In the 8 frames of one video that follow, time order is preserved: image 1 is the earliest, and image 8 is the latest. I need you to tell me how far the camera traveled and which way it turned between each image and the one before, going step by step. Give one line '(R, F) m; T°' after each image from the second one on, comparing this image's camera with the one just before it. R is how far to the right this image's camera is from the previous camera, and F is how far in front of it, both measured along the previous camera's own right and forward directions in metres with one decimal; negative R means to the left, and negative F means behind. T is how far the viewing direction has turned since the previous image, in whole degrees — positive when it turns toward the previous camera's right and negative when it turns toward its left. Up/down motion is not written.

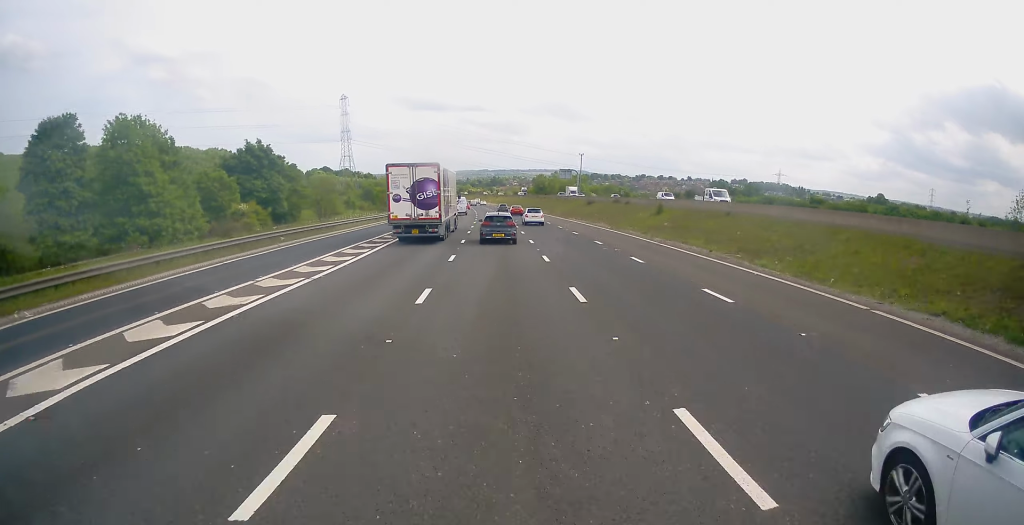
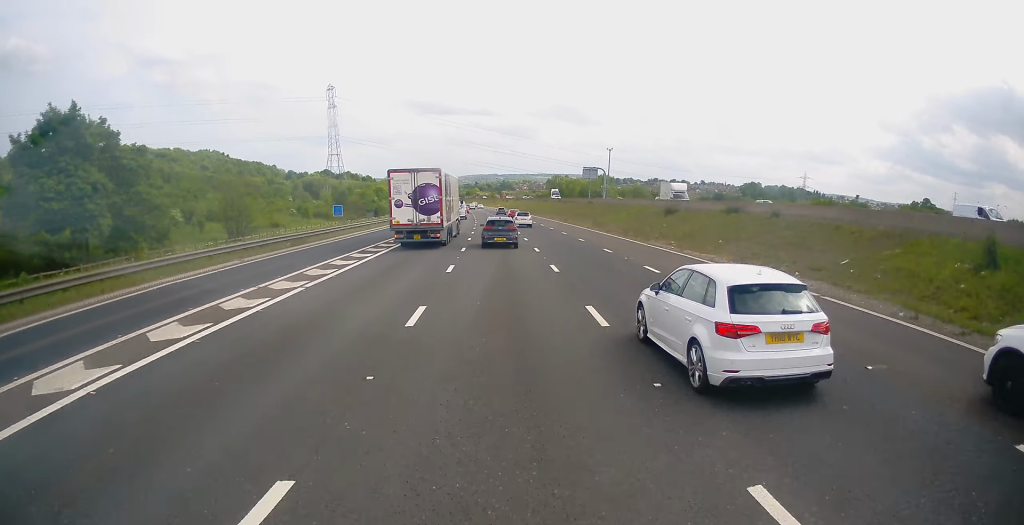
(-0.3, +36.2) m; -1°
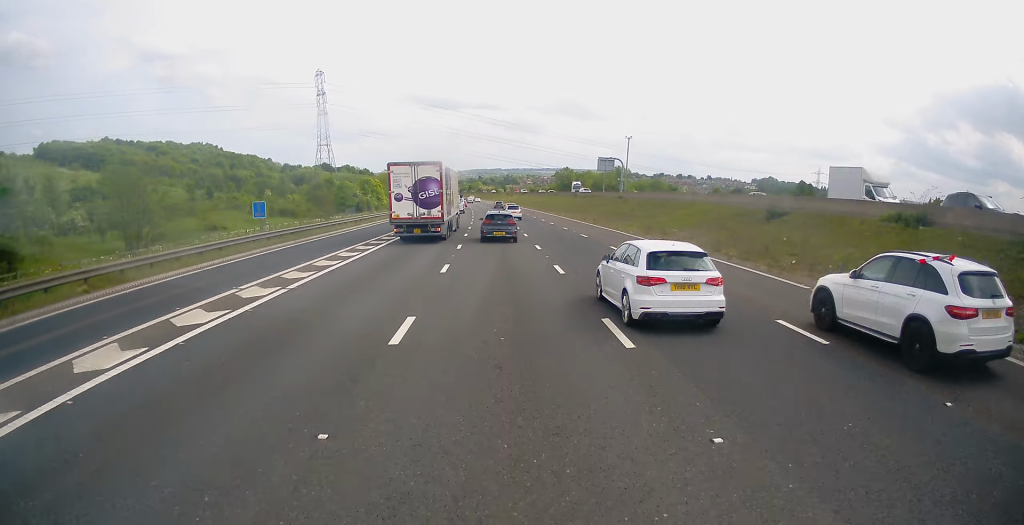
(-0.1, +19.1) m; 0°
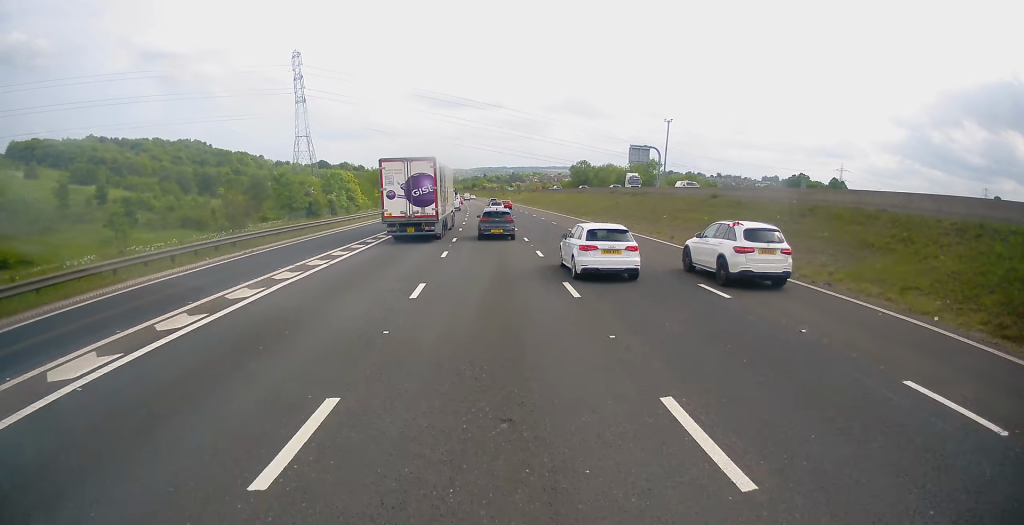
(-0.2, +30.3) m; -1°
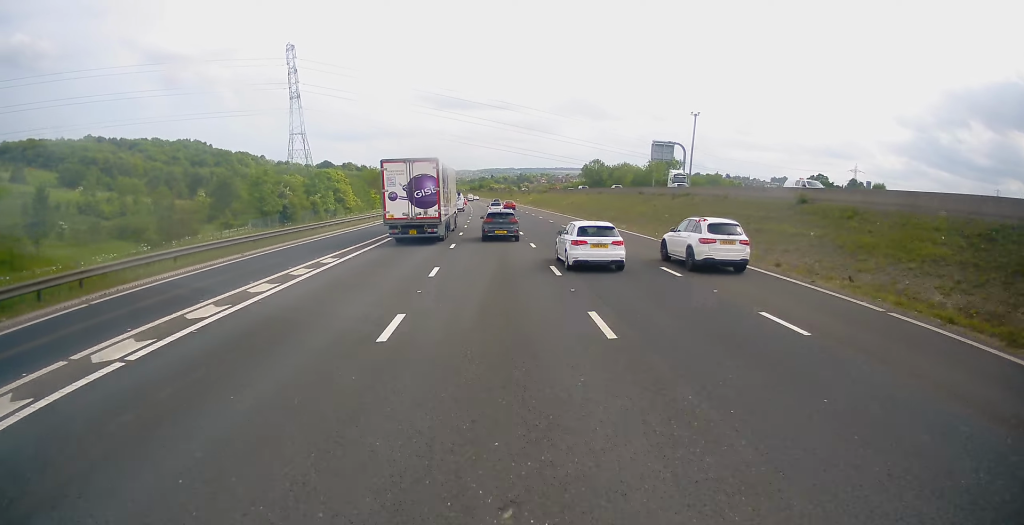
(0.0, +12.1) m; 0°
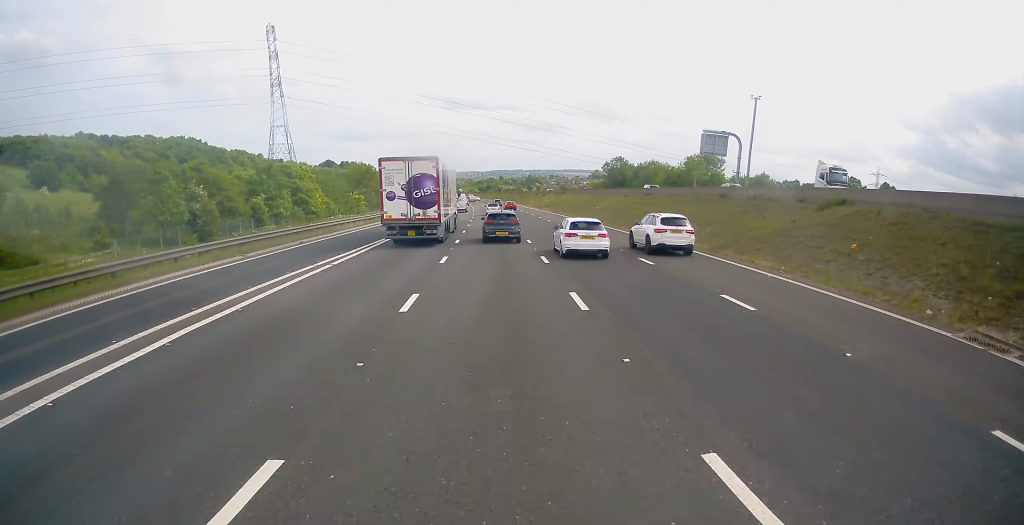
(-0.1, +22.7) m; -1°
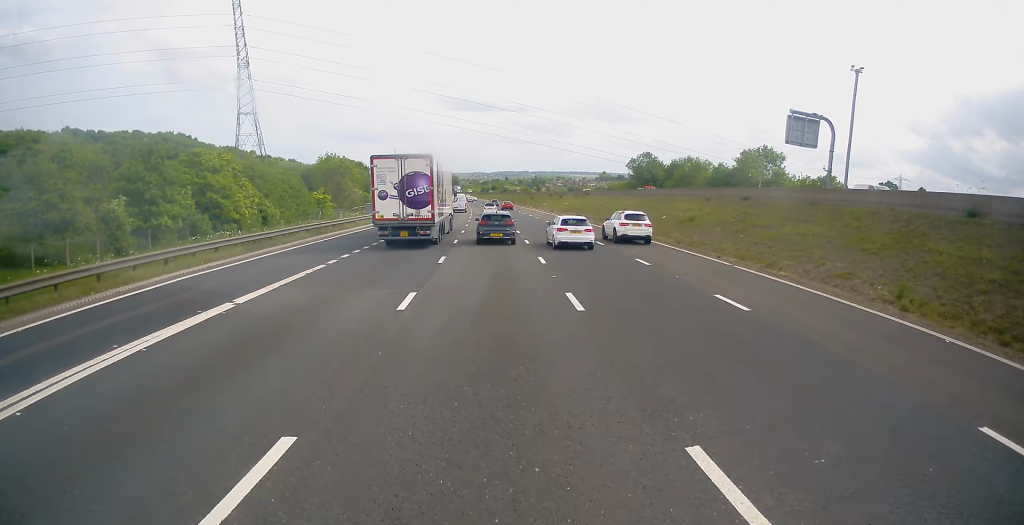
(-0.2, +25.2) m; -1°
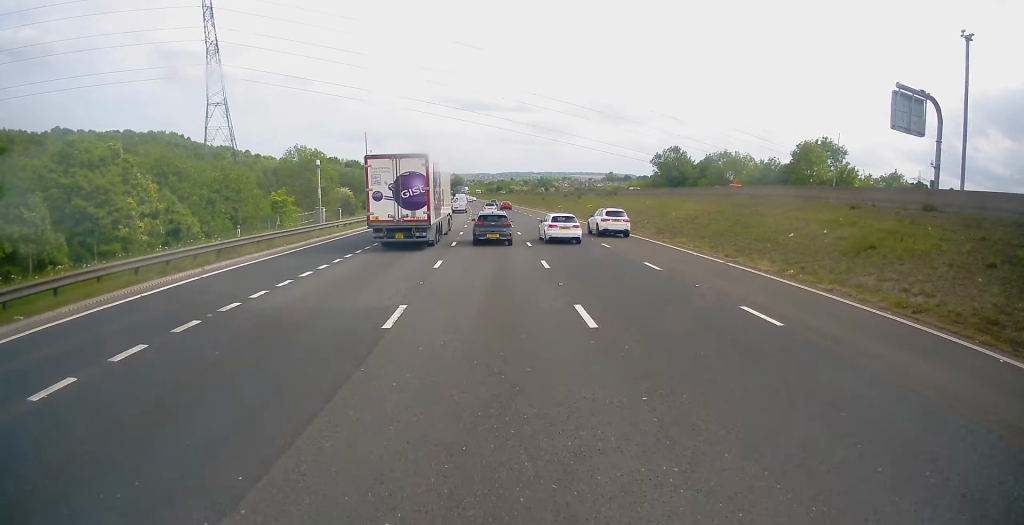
(-0.2, +18.4) m; -1°
